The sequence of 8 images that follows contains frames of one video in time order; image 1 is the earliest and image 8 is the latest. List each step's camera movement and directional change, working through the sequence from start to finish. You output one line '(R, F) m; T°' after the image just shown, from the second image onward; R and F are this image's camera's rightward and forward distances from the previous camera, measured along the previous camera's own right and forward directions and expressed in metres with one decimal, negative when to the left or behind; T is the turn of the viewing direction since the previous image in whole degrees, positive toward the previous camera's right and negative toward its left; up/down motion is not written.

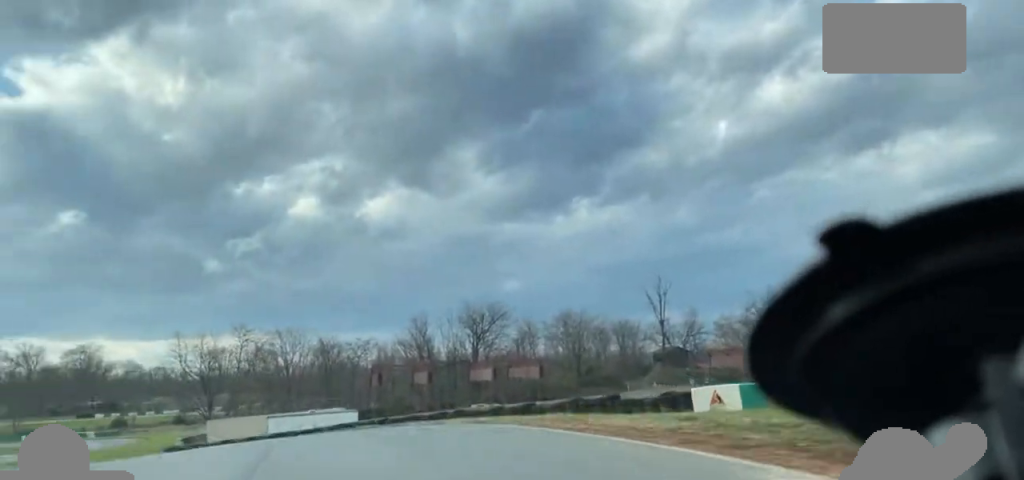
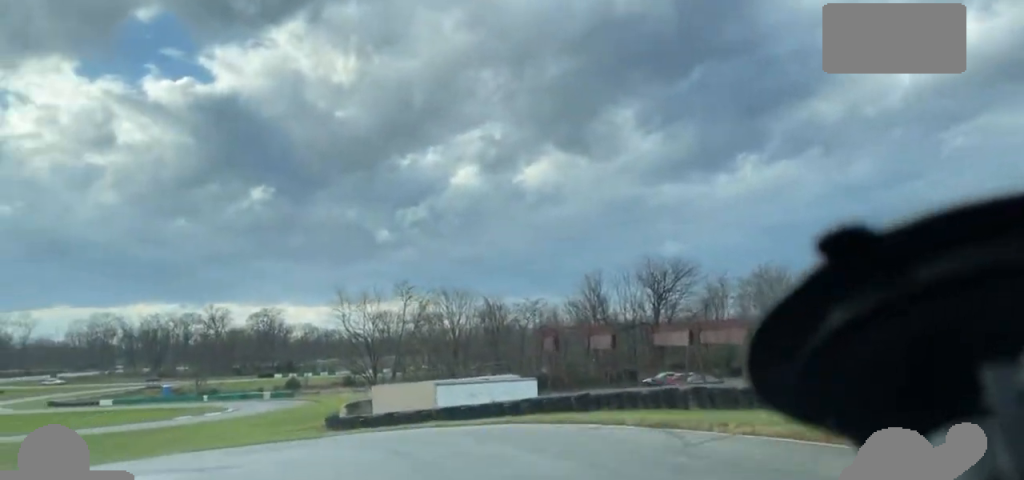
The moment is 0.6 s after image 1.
(-5.1, +13.2) m; -26°
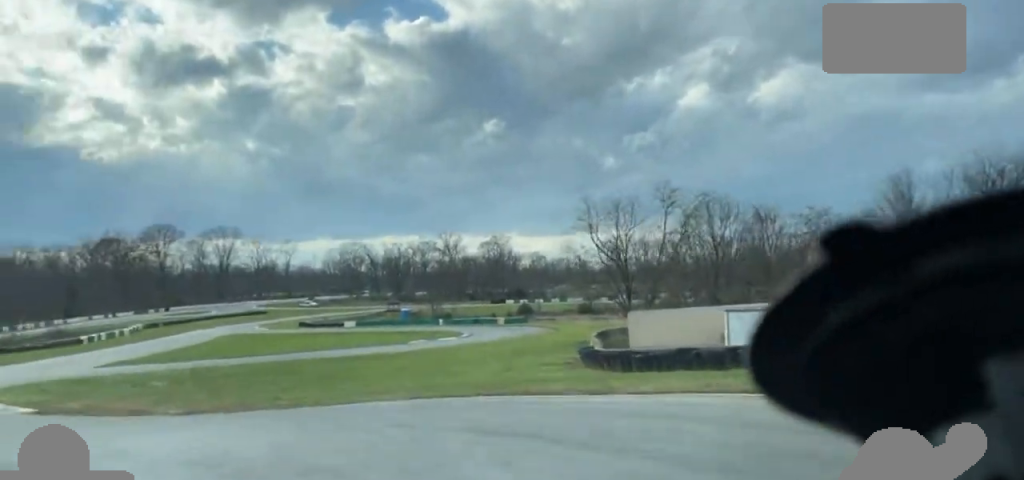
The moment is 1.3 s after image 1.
(-4.5, +16.8) m; -21°
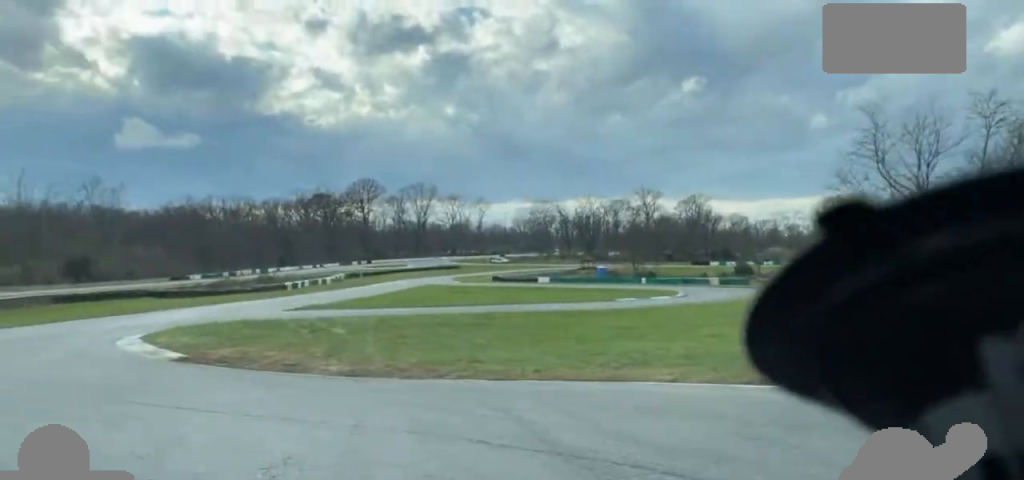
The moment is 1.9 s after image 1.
(-1.5, +15.3) m; -12°
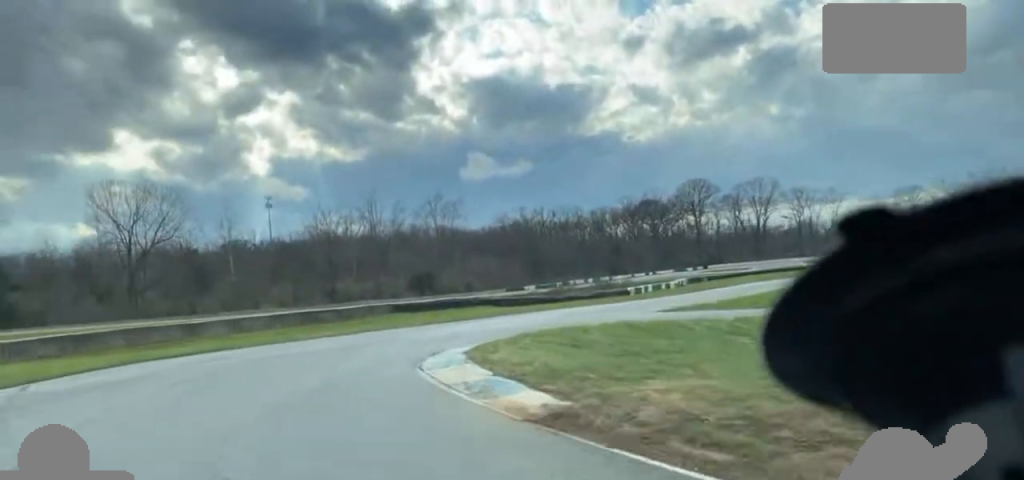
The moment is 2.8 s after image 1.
(-3.2, +28.3) m; -21°
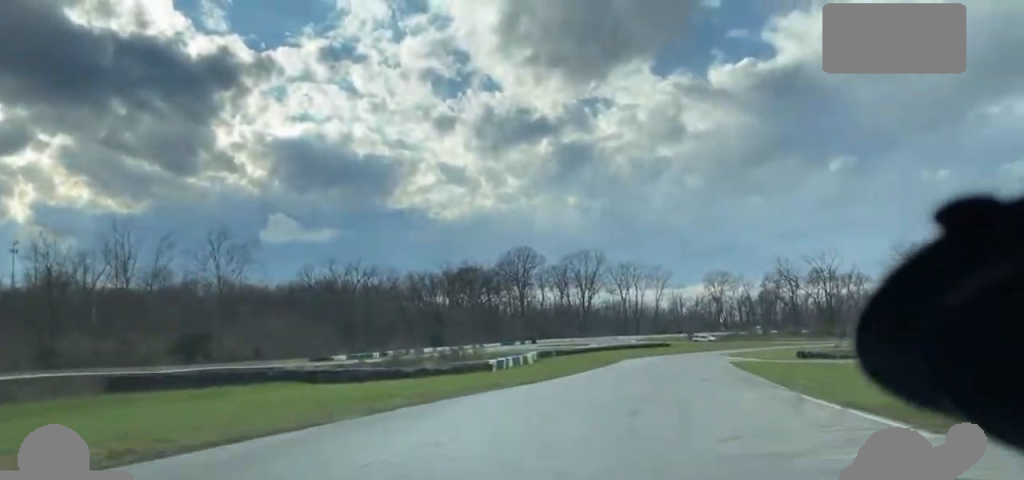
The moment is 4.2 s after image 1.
(-11.2, +40.4) m; -8°
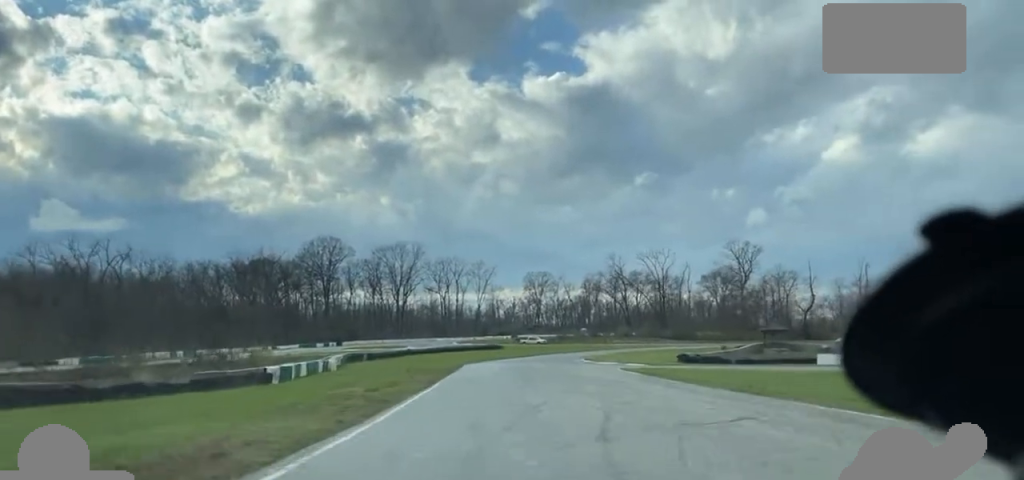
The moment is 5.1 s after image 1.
(+1.1, +25.7) m; +31°
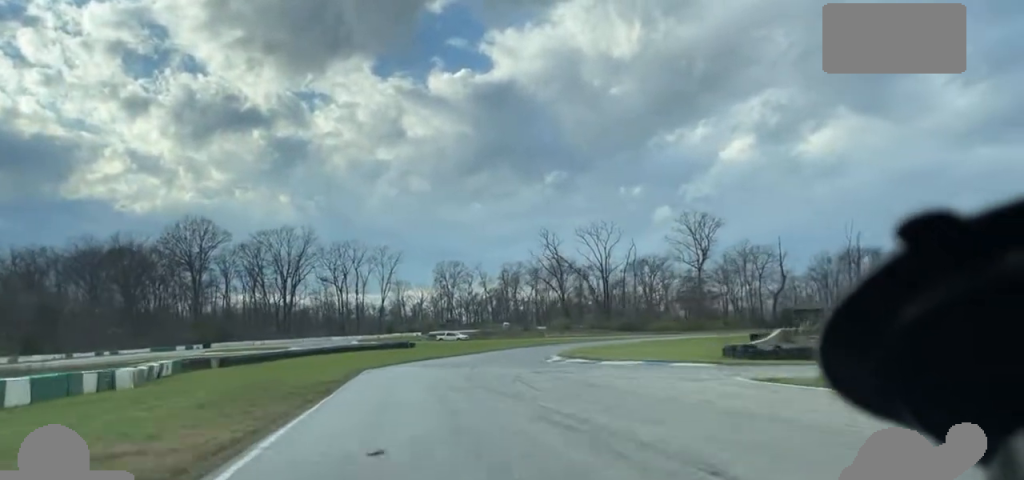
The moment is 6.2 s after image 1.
(+14.6, +28.5) m; +21°
